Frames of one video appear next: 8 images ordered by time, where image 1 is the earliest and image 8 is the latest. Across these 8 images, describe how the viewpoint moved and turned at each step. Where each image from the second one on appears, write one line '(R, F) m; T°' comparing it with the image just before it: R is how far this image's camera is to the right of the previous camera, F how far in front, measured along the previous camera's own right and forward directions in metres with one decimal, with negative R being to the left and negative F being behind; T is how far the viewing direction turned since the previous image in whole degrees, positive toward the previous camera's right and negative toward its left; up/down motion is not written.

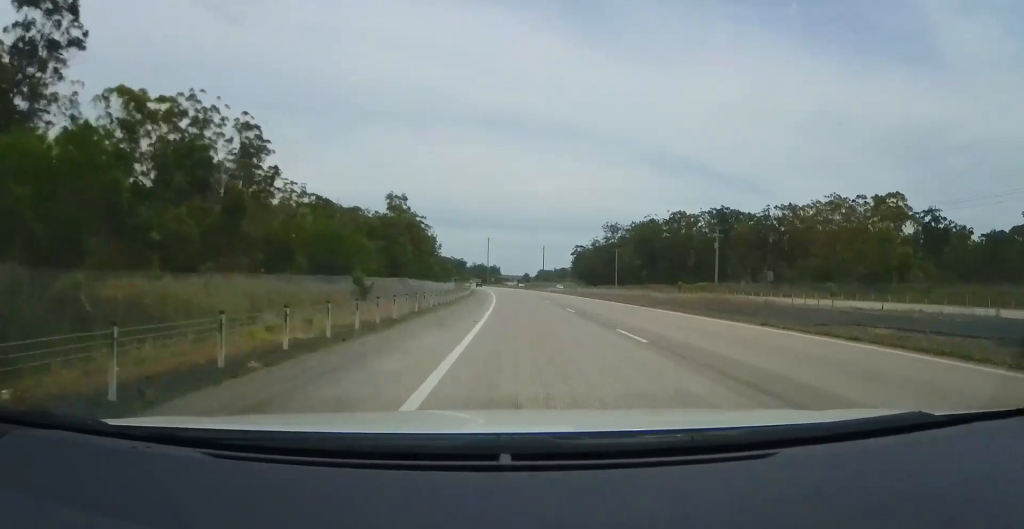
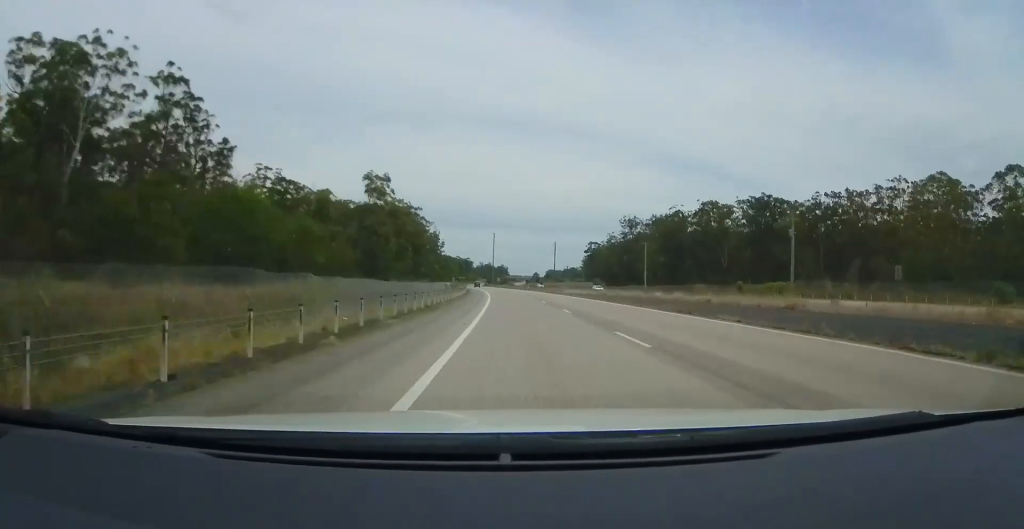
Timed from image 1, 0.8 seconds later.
(-0.3, +26.0) m; -1°
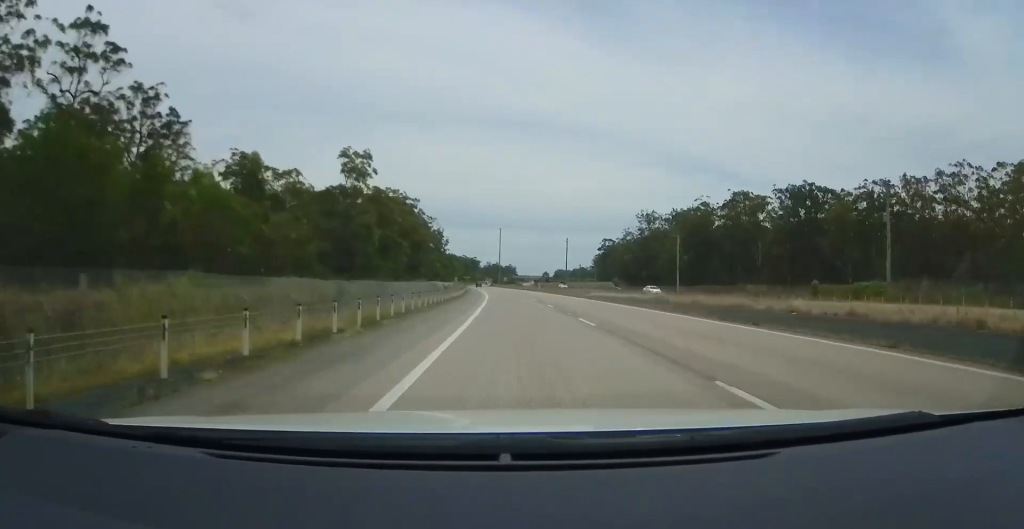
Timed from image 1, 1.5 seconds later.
(-0.1, +19.8) m; -1°
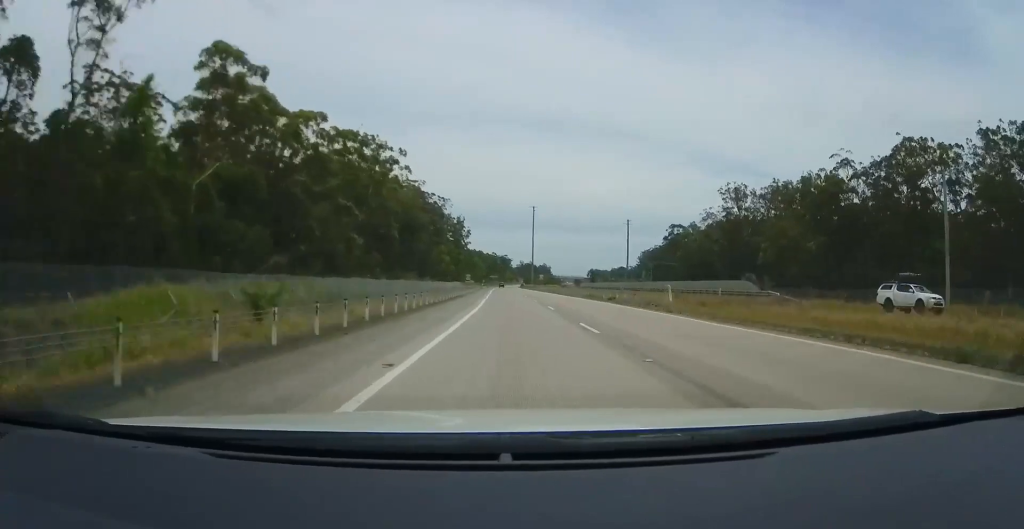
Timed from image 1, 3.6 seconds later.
(-1.9, +64.0) m; -3°
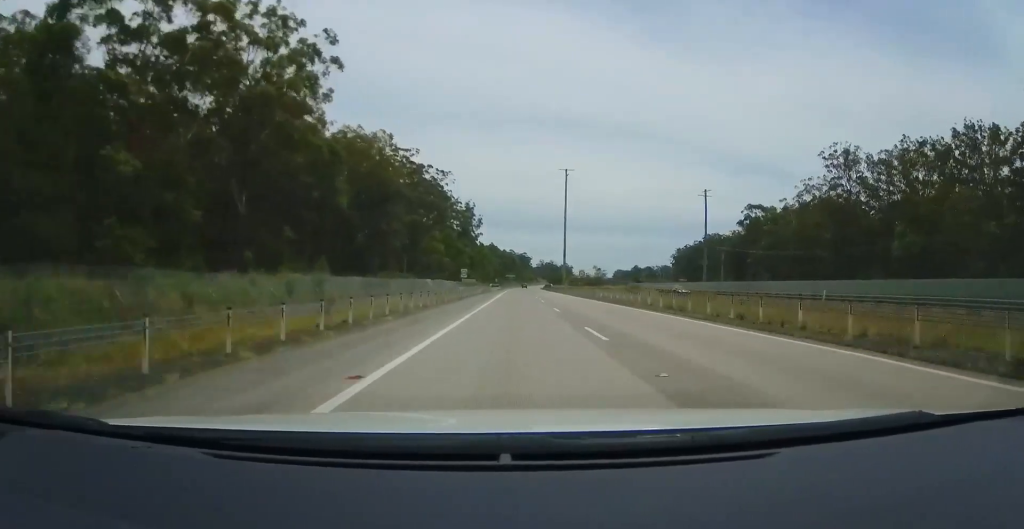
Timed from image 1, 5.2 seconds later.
(-0.7, +51.2) m; -2°
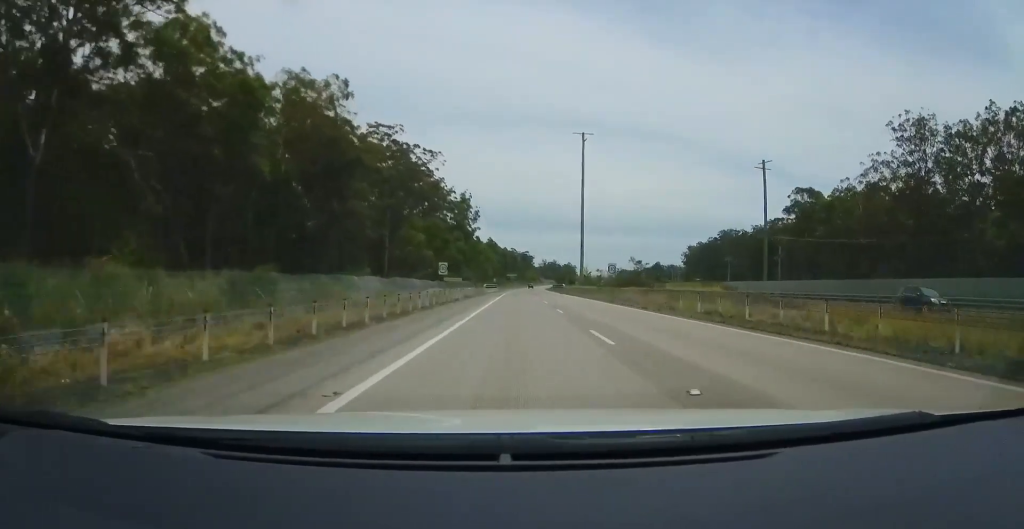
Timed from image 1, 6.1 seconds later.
(-0.1, +25.6) m; 0°
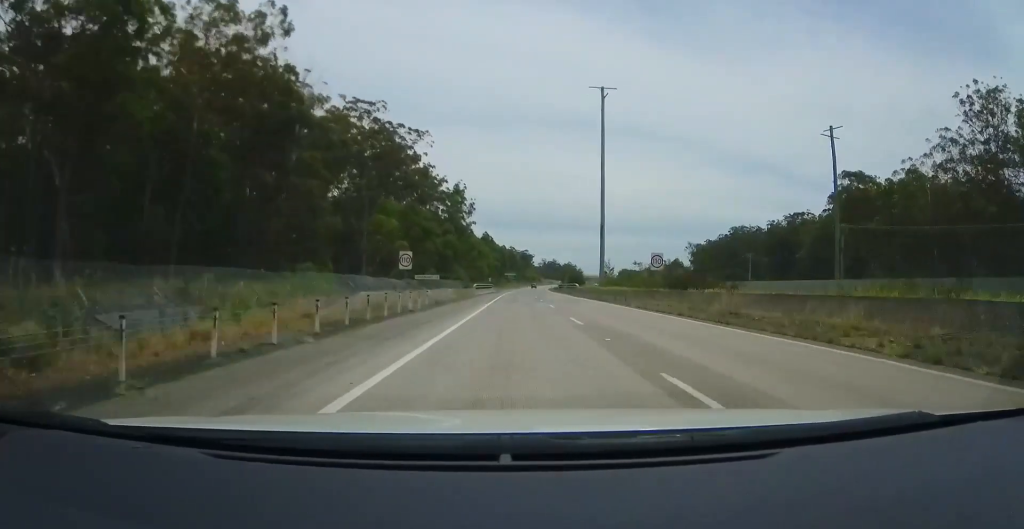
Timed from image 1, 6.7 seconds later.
(0.0, +19.5) m; 0°
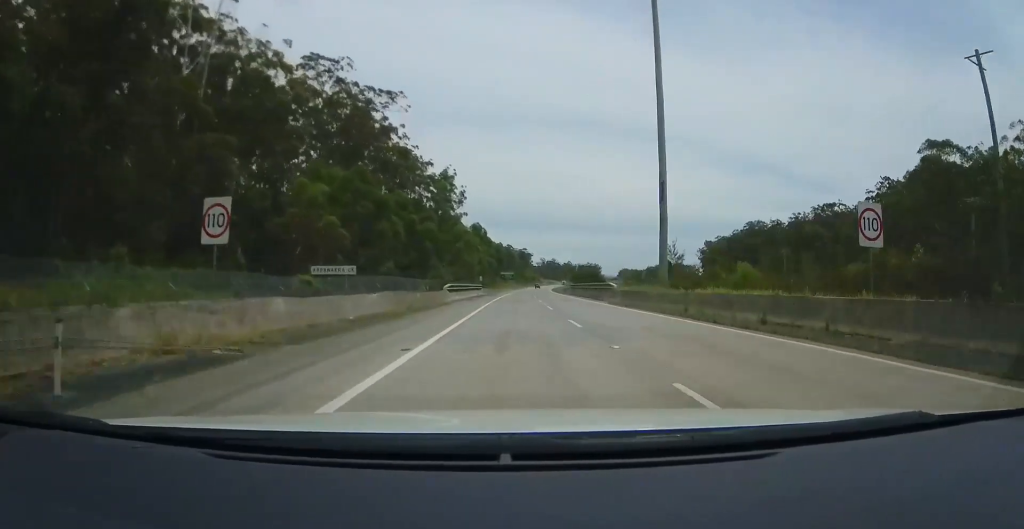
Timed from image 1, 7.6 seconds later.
(0.0, +25.5) m; +1°
